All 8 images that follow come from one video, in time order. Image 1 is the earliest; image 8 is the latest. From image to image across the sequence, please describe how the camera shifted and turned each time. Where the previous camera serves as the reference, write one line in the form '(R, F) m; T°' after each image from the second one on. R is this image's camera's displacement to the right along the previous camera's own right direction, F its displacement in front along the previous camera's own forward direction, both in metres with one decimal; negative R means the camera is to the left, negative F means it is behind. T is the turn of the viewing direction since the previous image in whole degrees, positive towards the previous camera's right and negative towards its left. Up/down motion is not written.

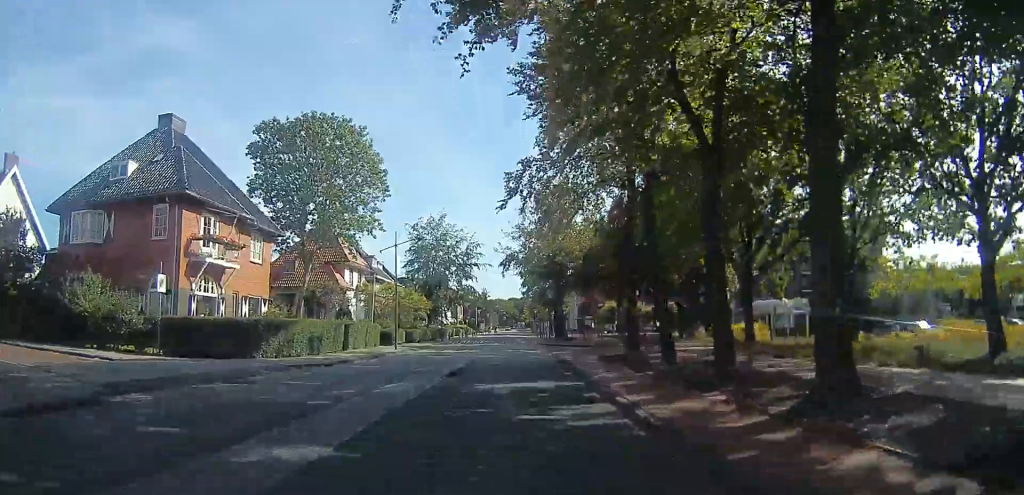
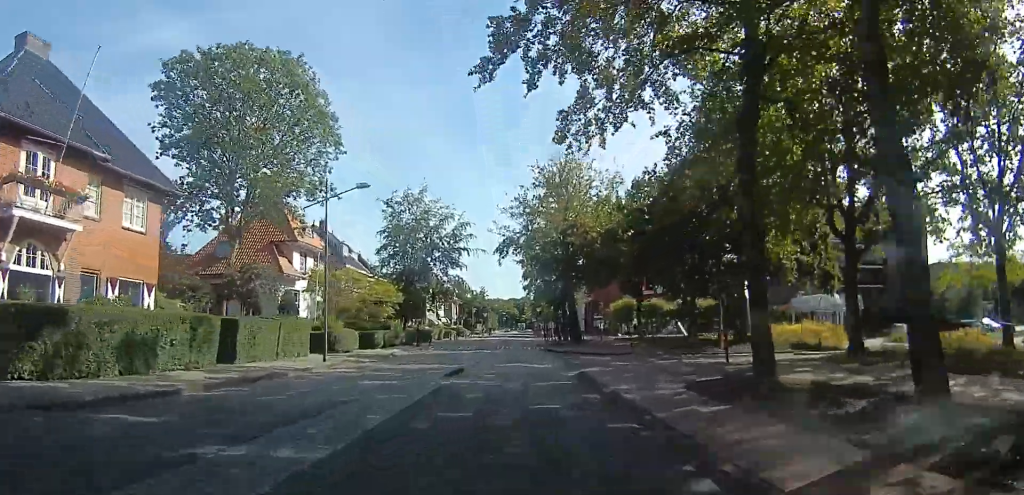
(0.0, +11.3) m; -1°
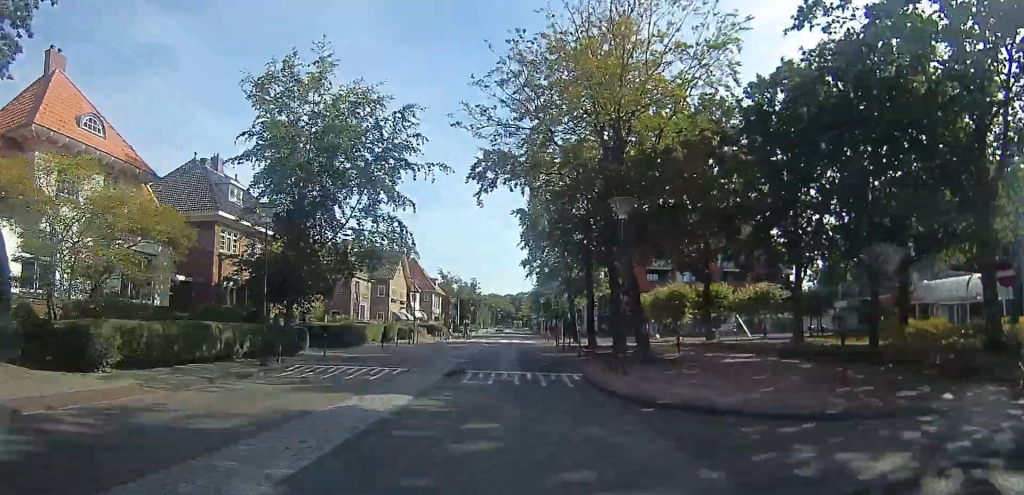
(-0.1, +22.1) m; +1°
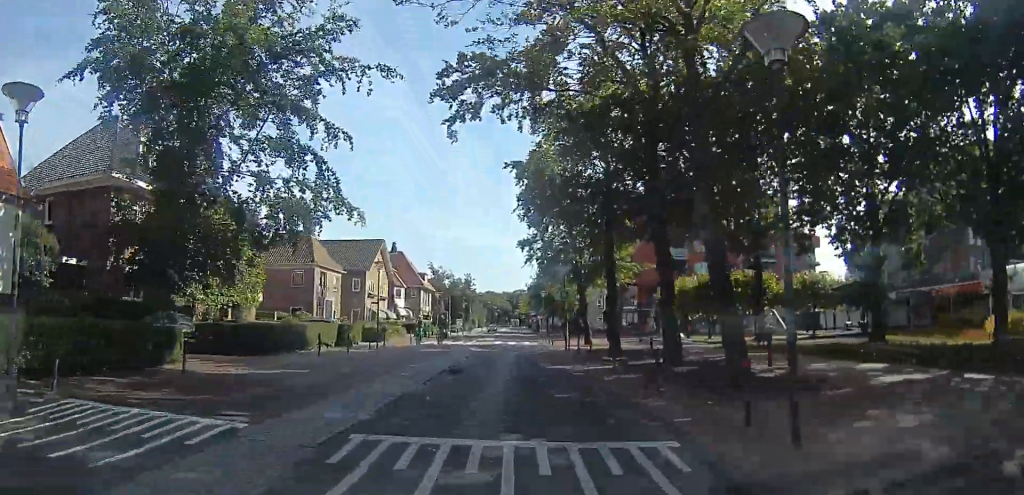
(0.0, +8.8) m; 0°
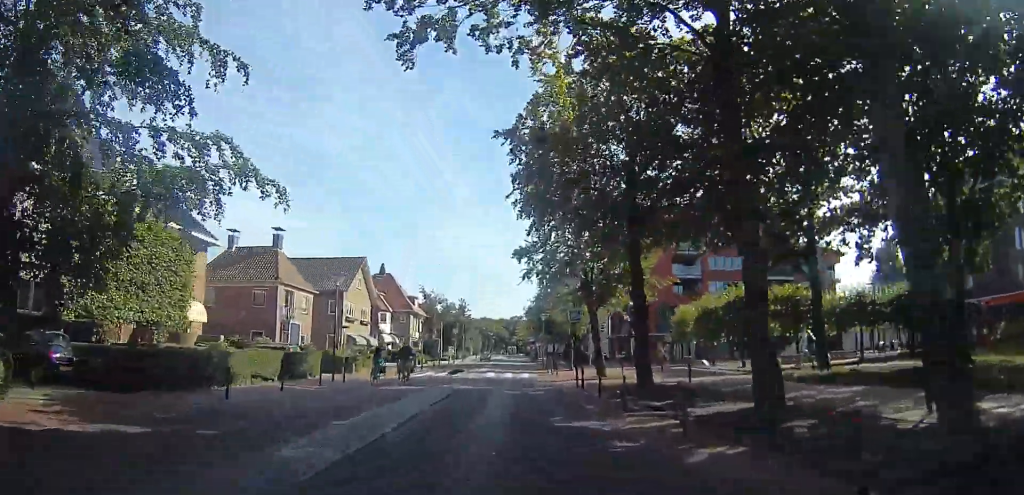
(0.0, +6.4) m; 0°
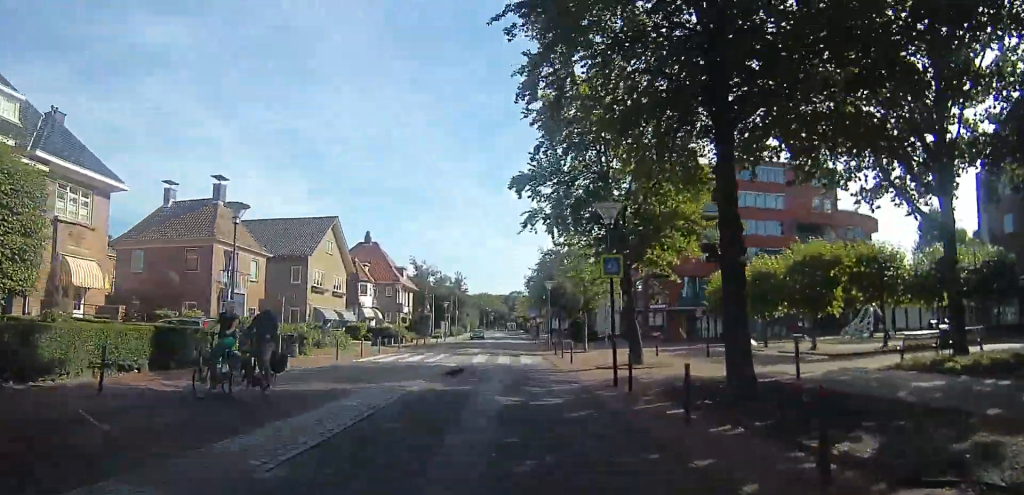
(0.0, +8.4) m; 0°
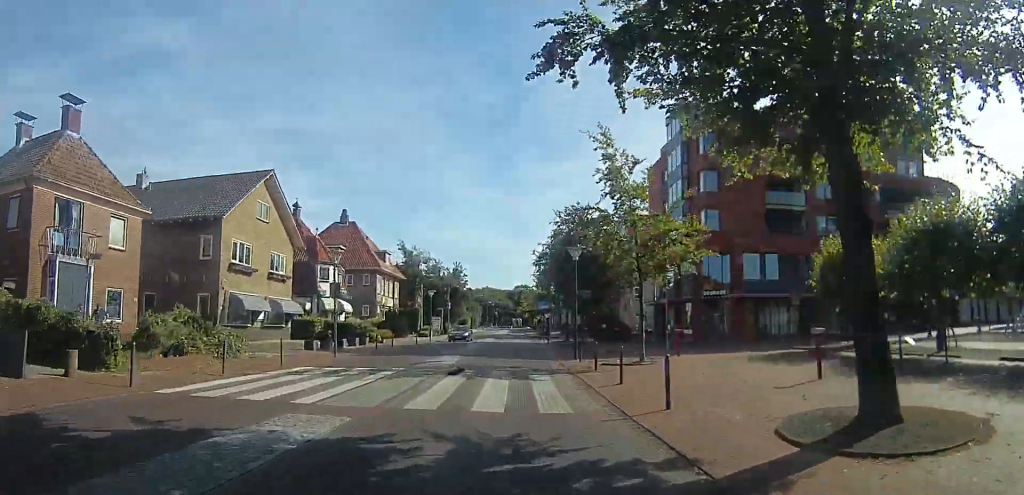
(0.0, +13.0) m; +1°
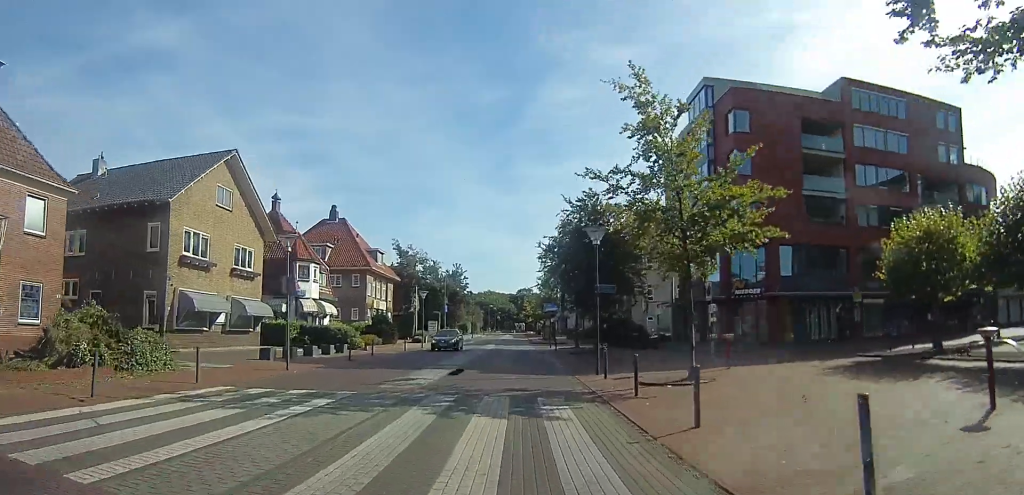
(0.0, +4.8) m; +2°
